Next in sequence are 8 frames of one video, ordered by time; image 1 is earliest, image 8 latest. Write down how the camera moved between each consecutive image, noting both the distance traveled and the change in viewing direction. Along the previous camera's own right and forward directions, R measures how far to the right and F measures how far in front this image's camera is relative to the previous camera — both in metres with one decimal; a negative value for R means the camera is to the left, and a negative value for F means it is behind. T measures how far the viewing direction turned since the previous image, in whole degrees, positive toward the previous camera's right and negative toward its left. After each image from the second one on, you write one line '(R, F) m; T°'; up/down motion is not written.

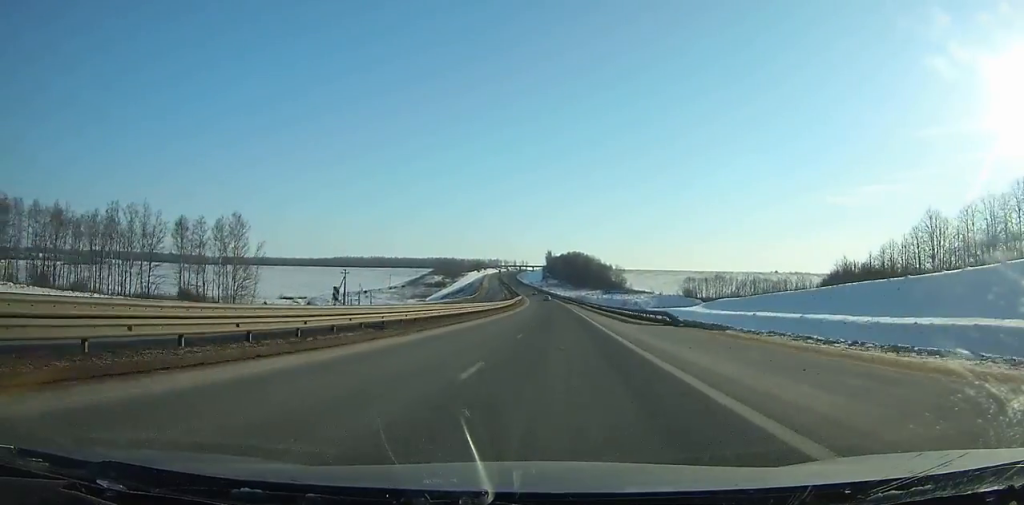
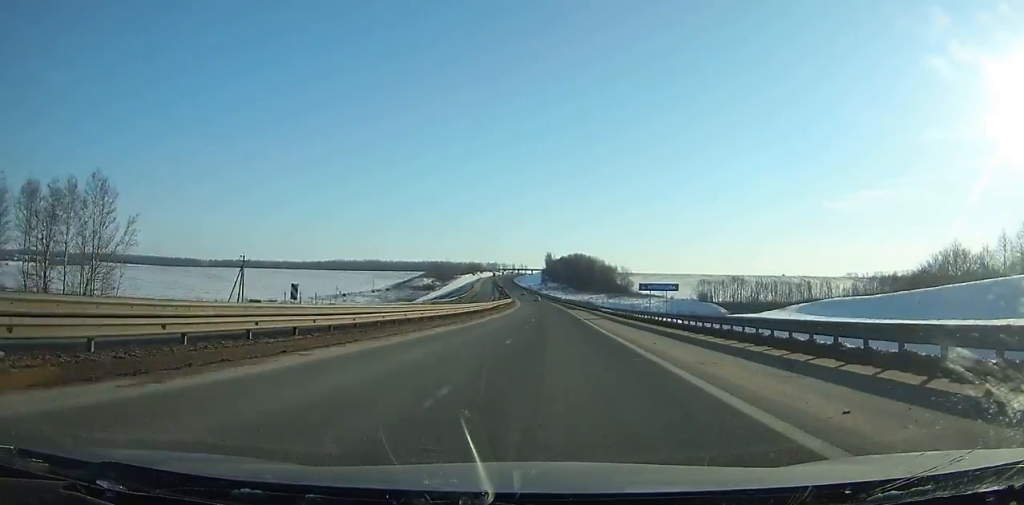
(-0.1, +39.1) m; -1°
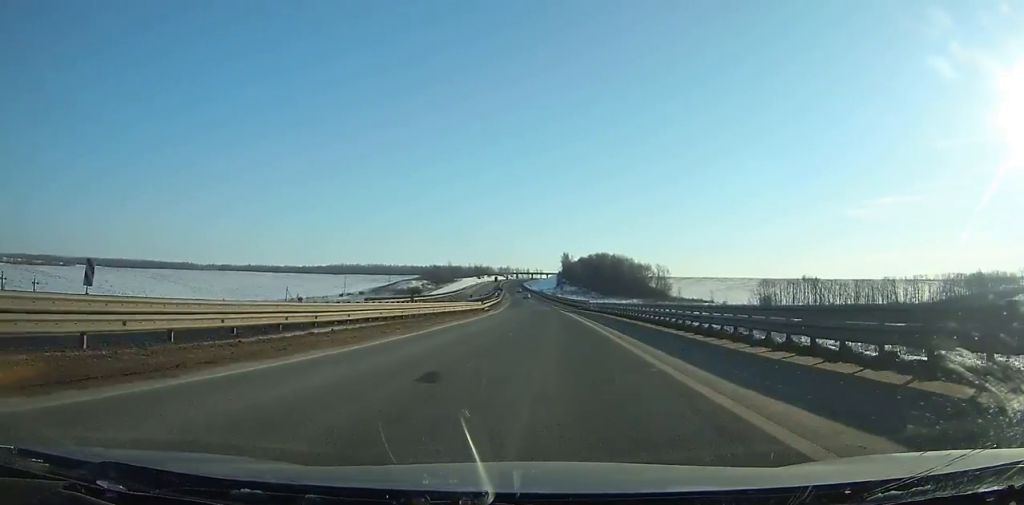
(-1.4, +81.3) m; -2°
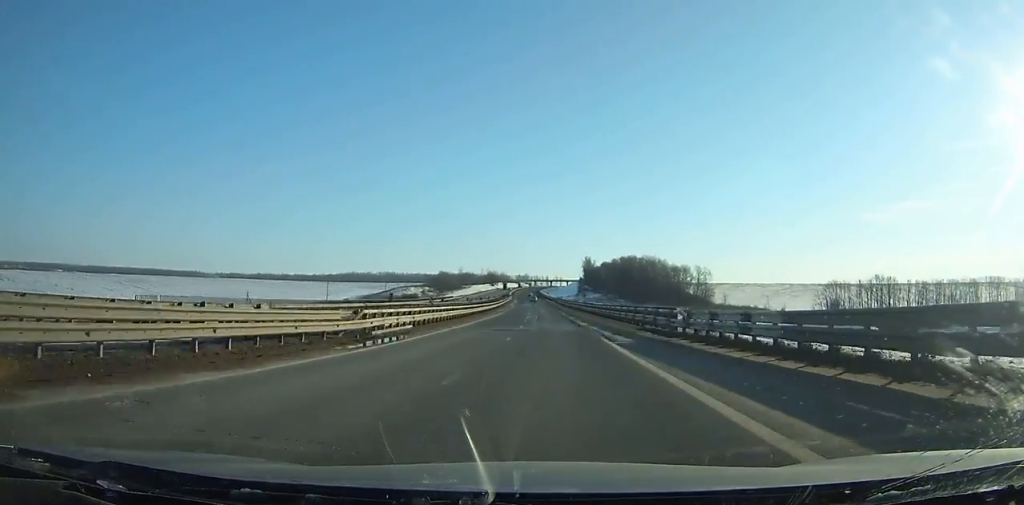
(-0.4, +48.7) m; -1°
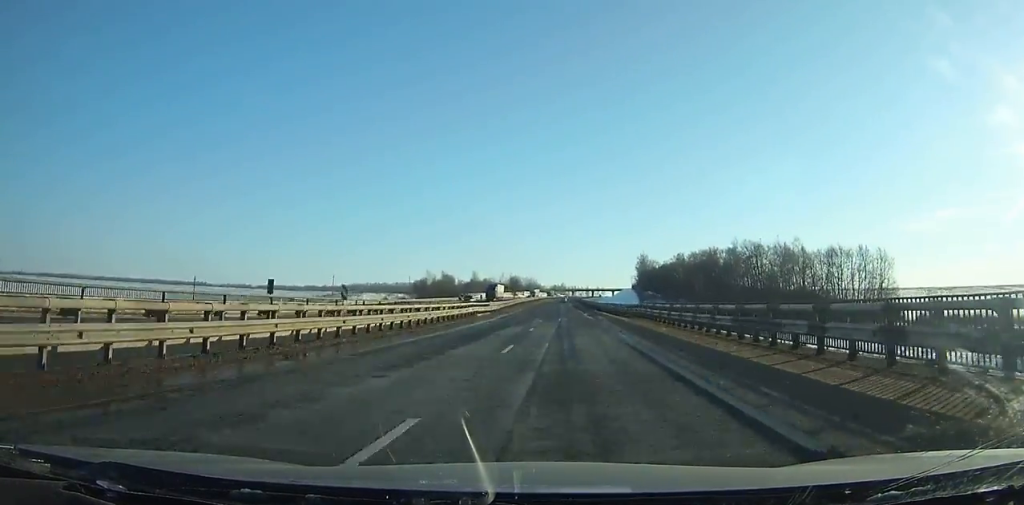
(-3.8, +122.1) m; -2°
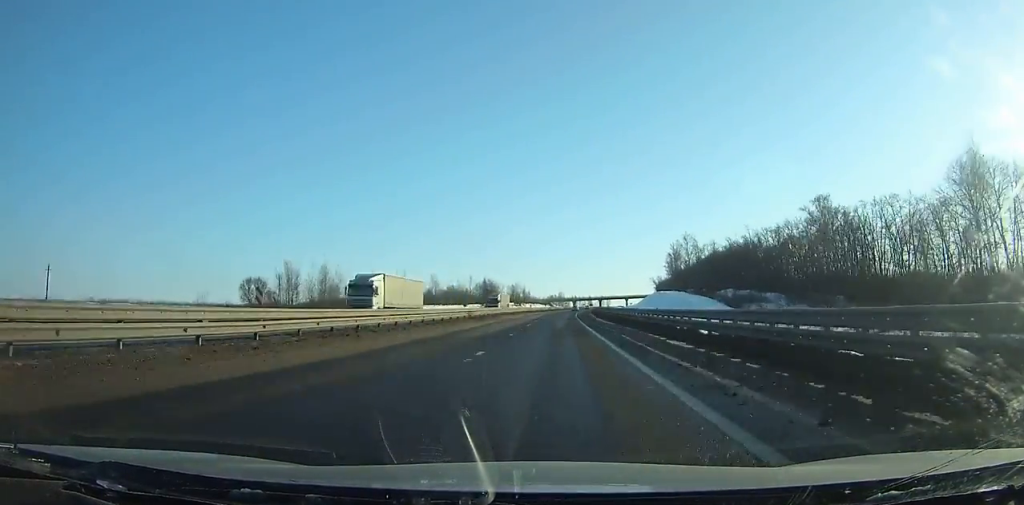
(-0.3, +123.3) m; +1°
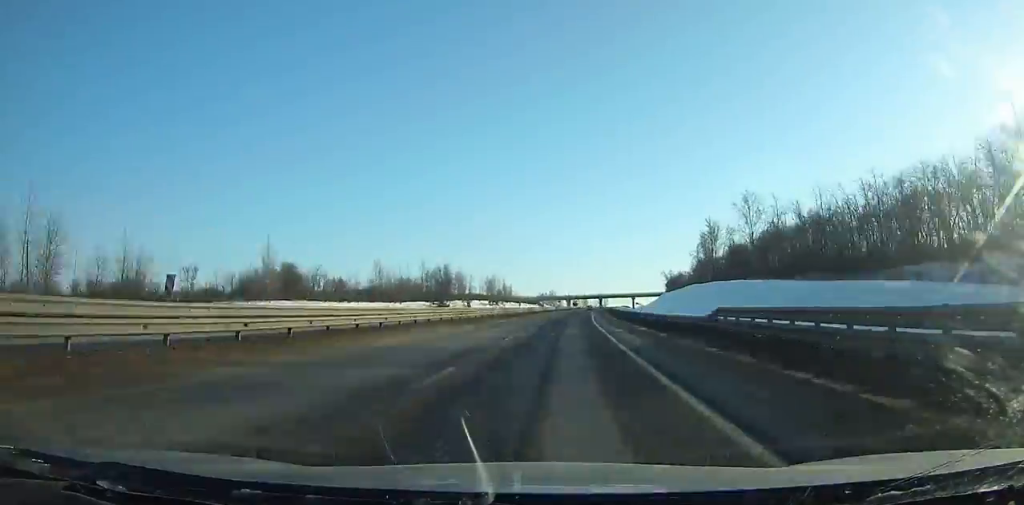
(+0.7, +77.9) m; +2°
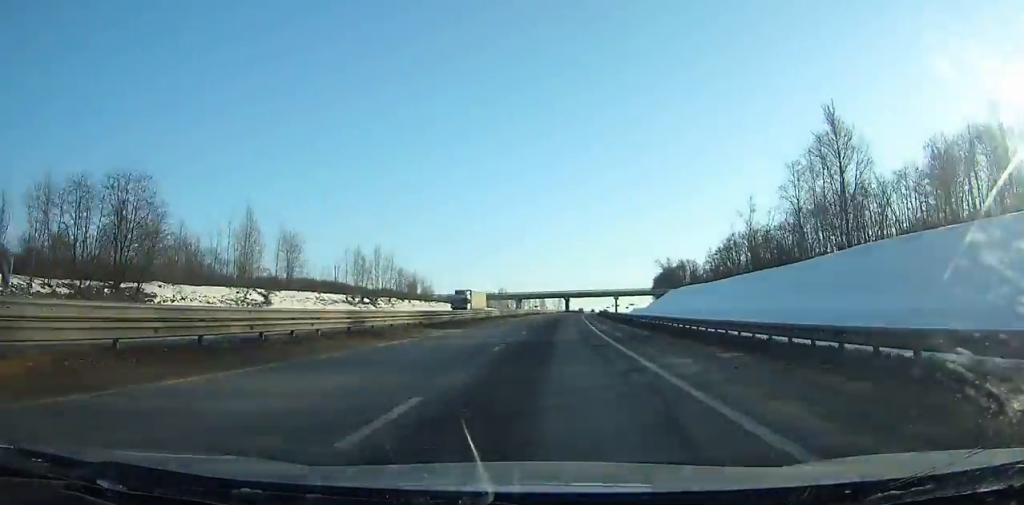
(+3.0, +111.2) m; +3°
